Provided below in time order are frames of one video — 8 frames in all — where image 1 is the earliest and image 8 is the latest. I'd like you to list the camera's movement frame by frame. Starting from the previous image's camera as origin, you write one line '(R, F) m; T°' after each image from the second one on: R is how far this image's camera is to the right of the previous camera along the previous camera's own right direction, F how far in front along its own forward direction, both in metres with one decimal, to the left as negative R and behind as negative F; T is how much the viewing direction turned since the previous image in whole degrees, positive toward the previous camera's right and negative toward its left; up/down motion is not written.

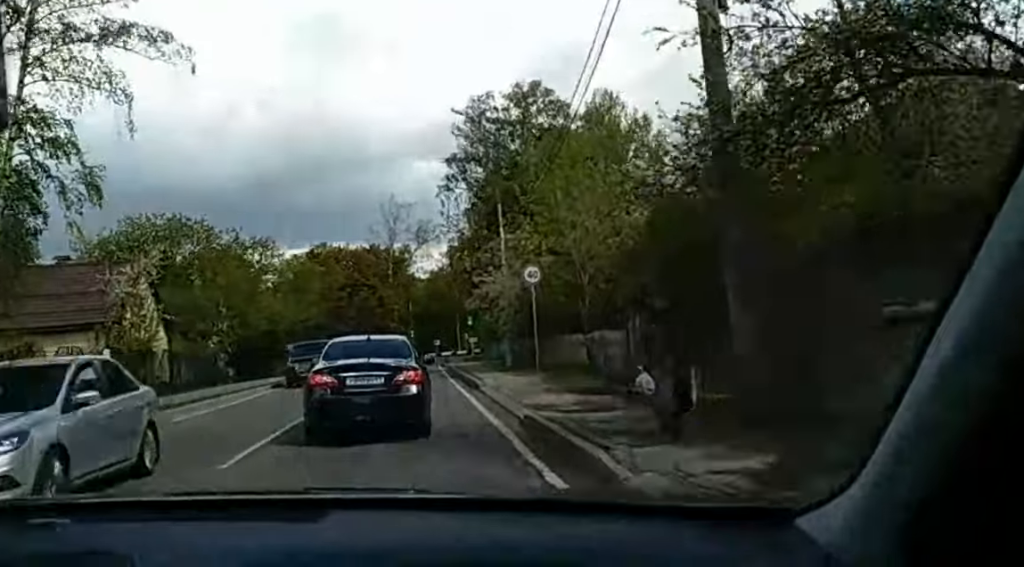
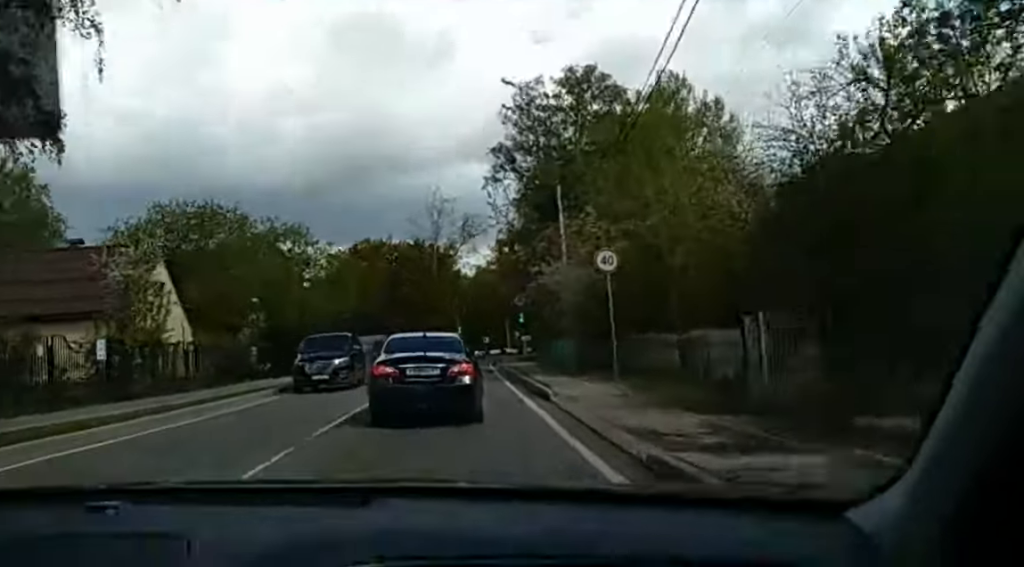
(0.0, +4.8) m; -1°
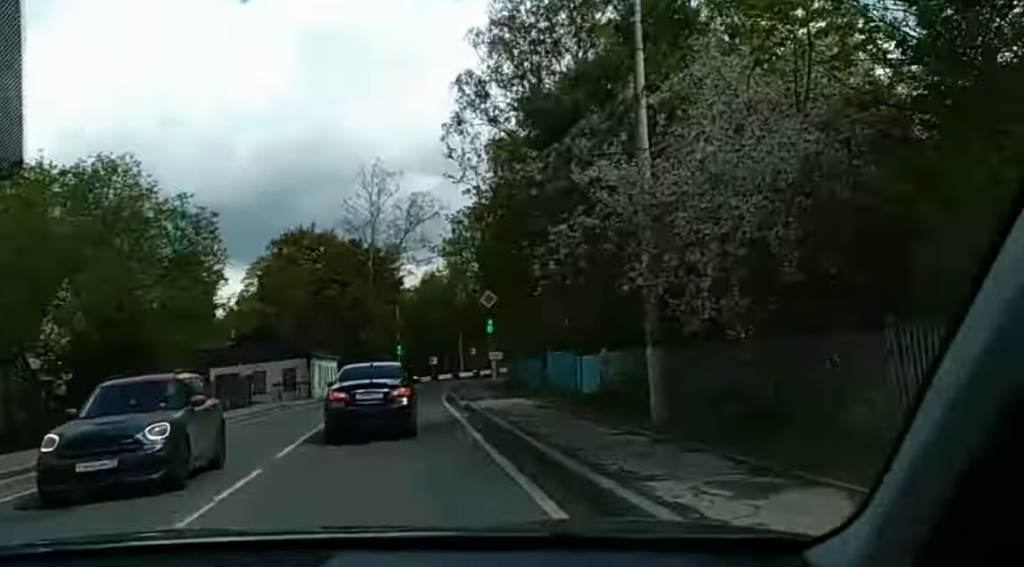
(-1.1, +18.8) m; -4°
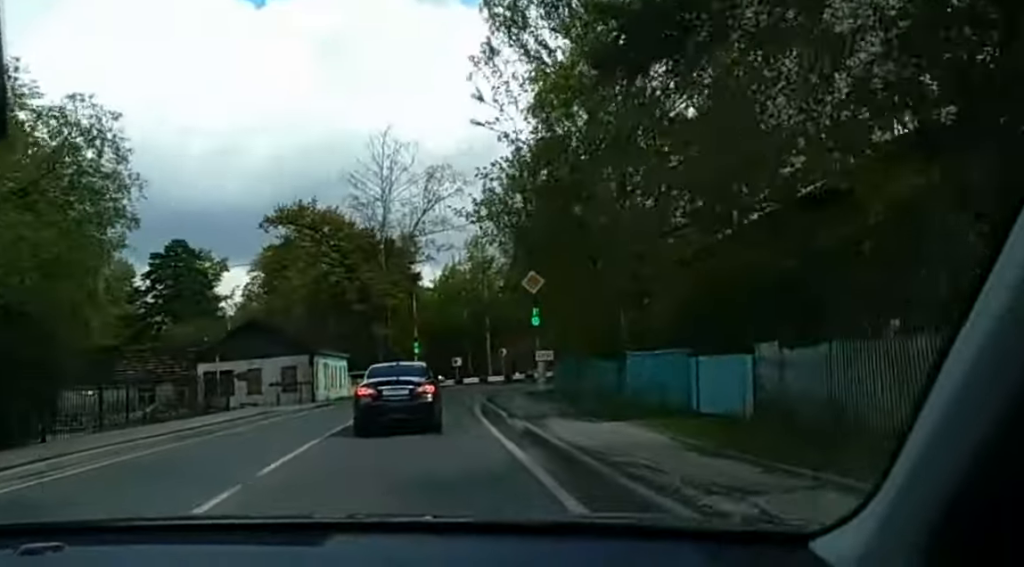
(+0.1, +10.4) m; 0°
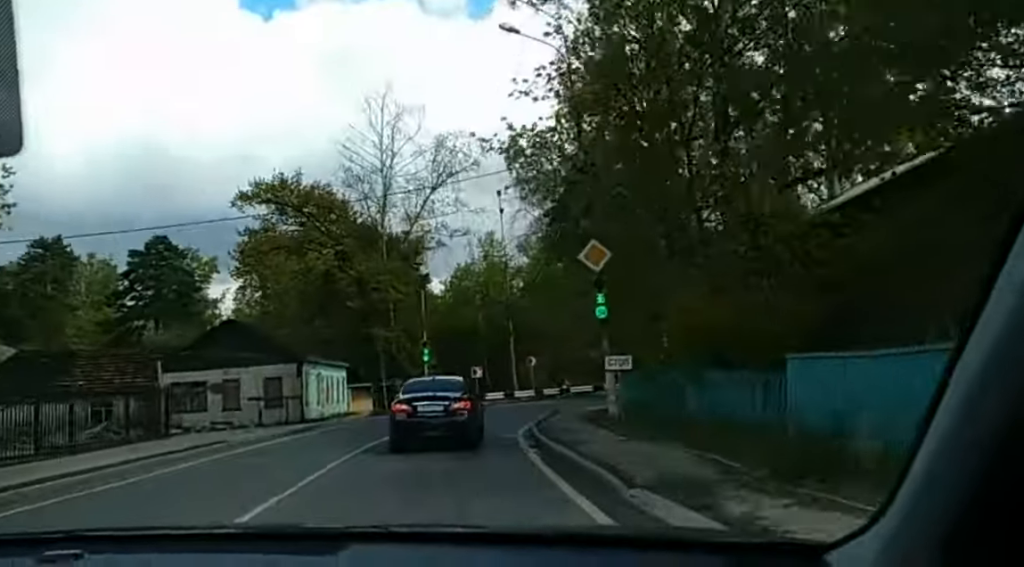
(0.0, +10.8) m; 0°
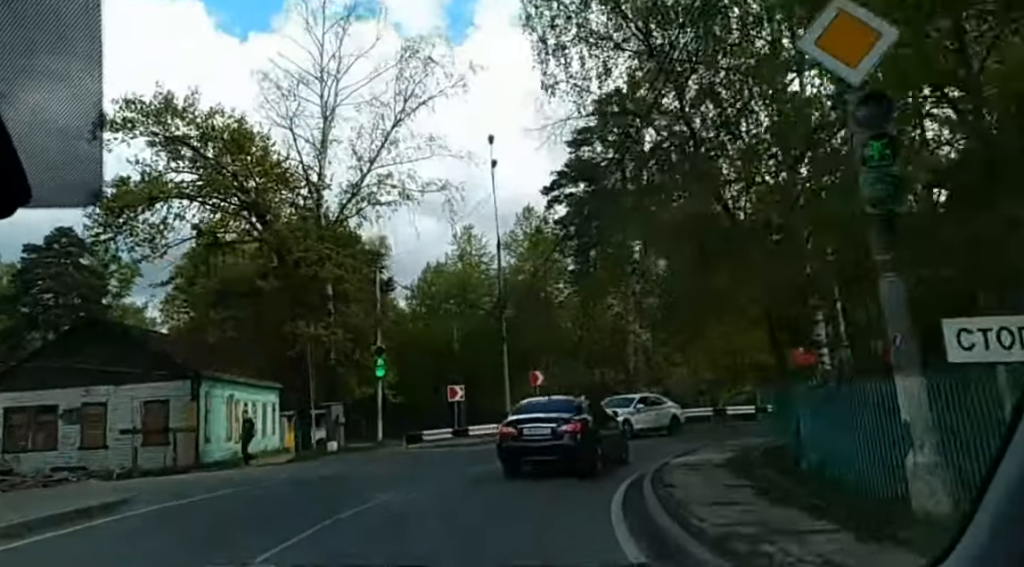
(+0.1, +17.0) m; +1°
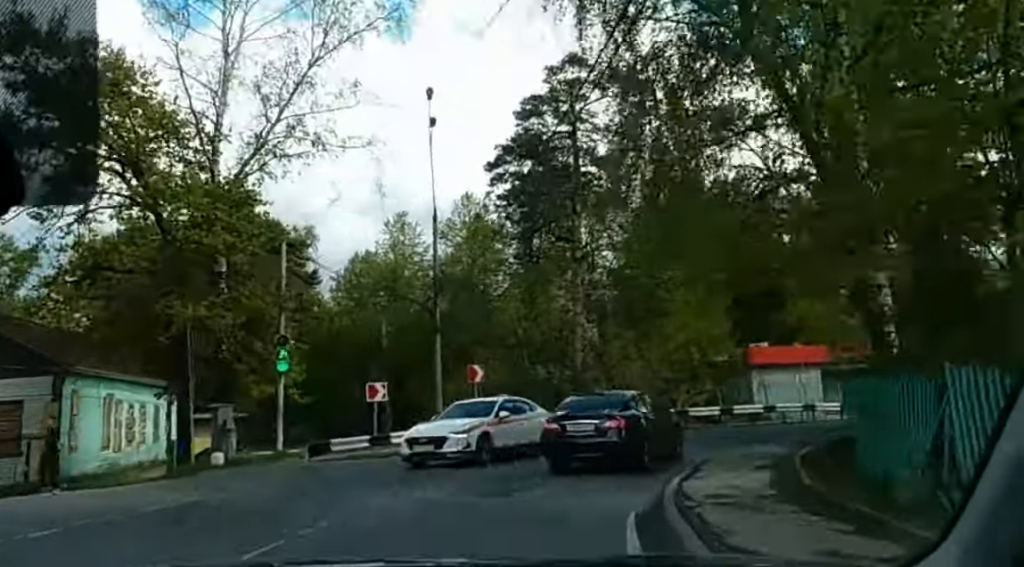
(0.0, +6.5) m; +2°
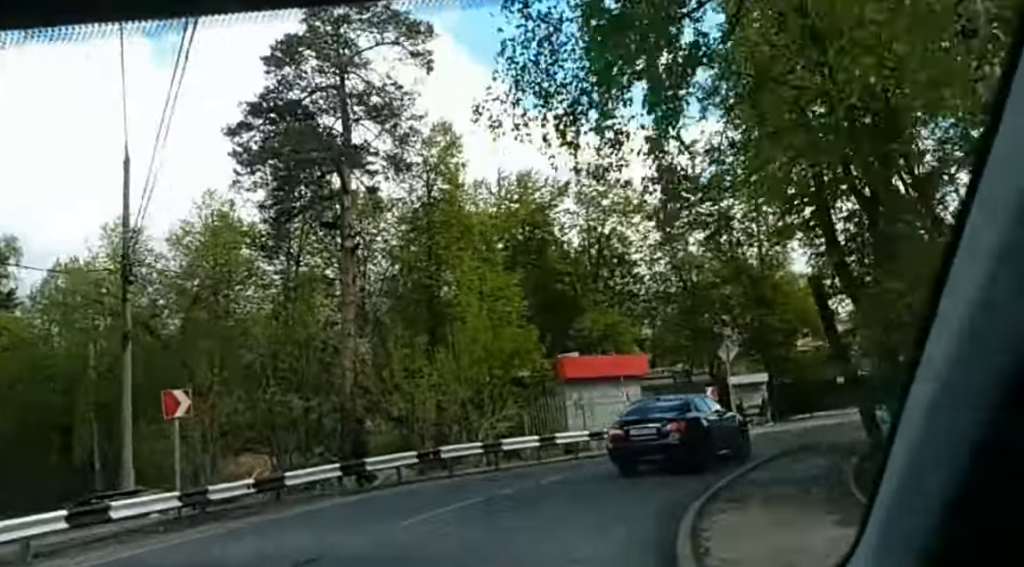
(+0.5, +13.1) m; +6°
